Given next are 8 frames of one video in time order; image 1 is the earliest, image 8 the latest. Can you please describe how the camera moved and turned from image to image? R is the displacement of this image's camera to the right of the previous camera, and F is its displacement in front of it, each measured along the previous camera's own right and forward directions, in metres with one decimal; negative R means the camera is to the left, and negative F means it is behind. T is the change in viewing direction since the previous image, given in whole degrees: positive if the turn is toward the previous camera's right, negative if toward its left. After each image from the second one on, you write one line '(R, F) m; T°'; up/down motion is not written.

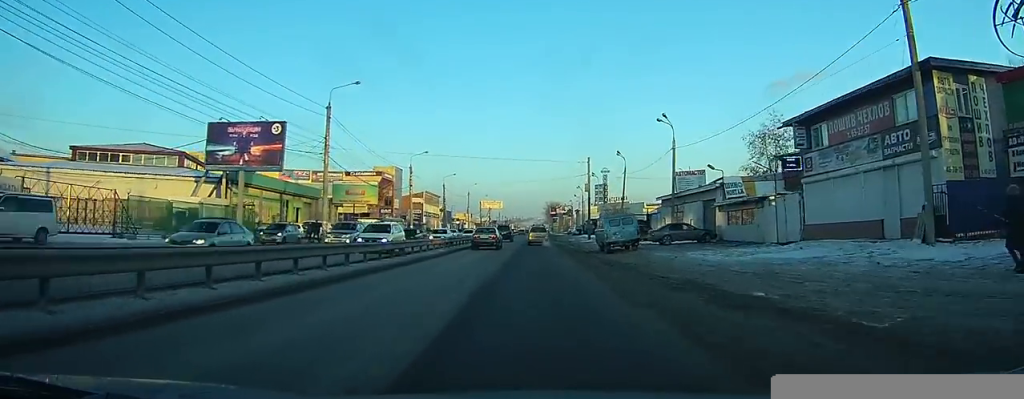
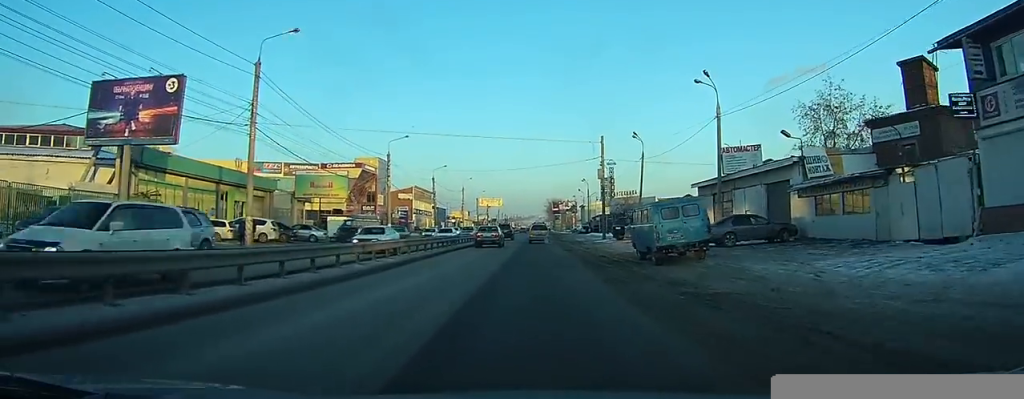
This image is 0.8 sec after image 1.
(0.0, +12.4) m; 0°
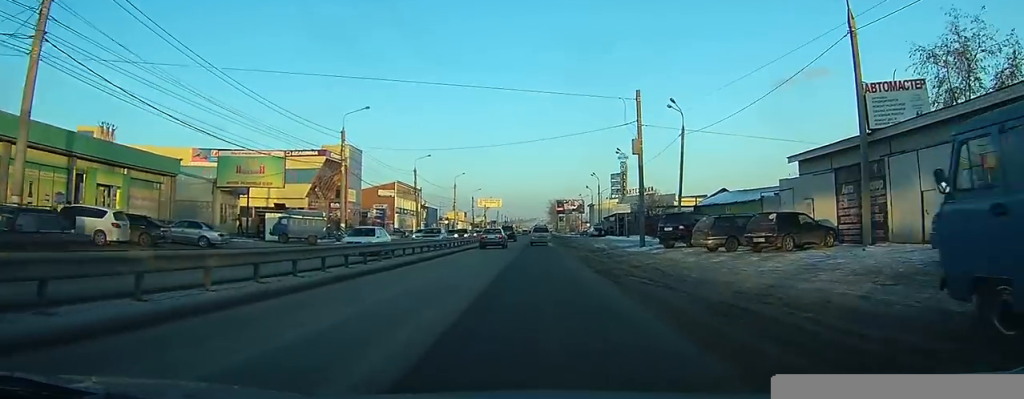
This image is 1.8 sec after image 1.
(+0.1, +16.8) m; 0°
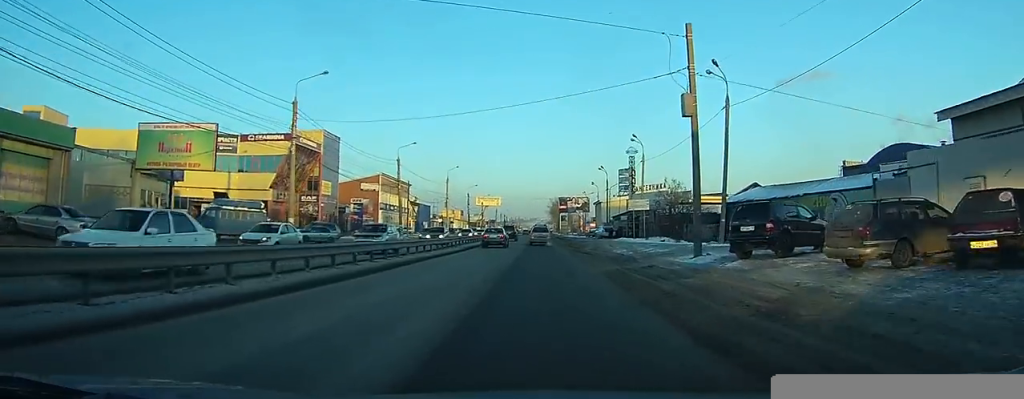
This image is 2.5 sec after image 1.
(0.0, +10.9) m; 0°
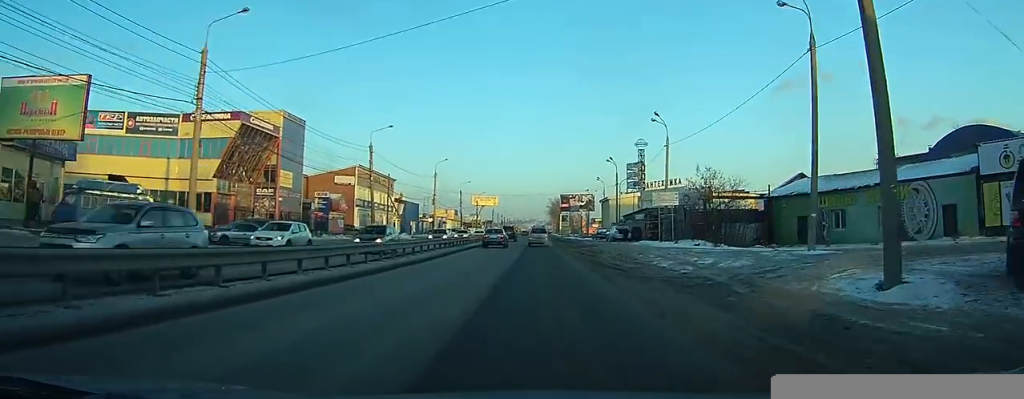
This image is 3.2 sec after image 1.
(0.0, +12.1) m; 0°
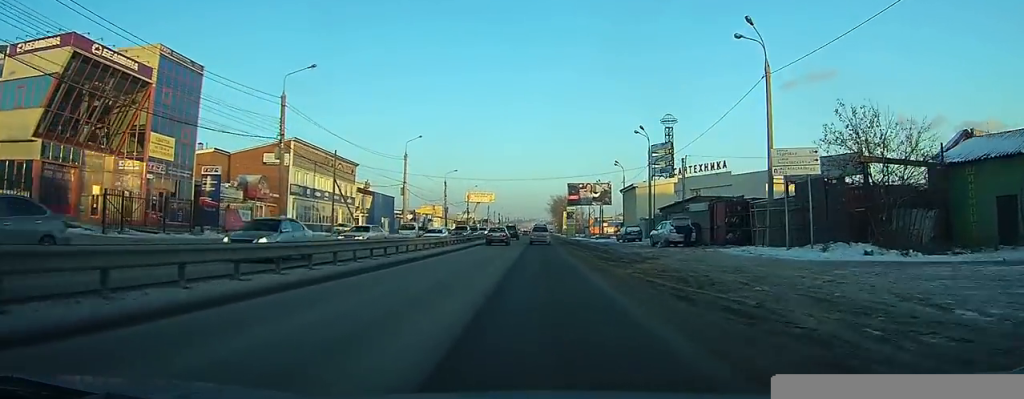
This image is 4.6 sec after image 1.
(-0.2, +22.7) m; -1°
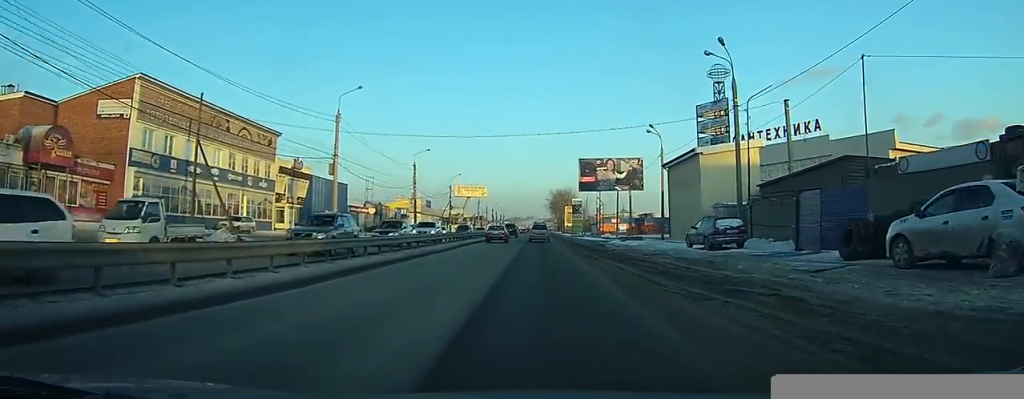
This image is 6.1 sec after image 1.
(-0.1, +25.7) m; -1°
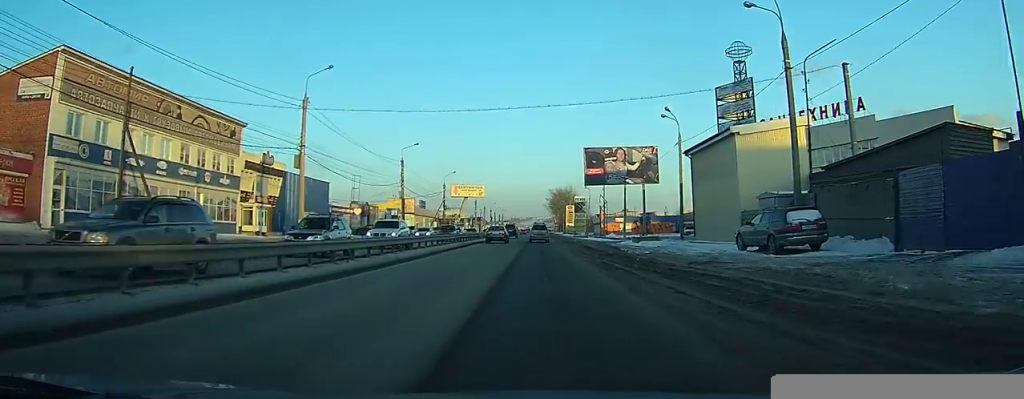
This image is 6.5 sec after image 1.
(-0.1, +7.3) m; 0°
